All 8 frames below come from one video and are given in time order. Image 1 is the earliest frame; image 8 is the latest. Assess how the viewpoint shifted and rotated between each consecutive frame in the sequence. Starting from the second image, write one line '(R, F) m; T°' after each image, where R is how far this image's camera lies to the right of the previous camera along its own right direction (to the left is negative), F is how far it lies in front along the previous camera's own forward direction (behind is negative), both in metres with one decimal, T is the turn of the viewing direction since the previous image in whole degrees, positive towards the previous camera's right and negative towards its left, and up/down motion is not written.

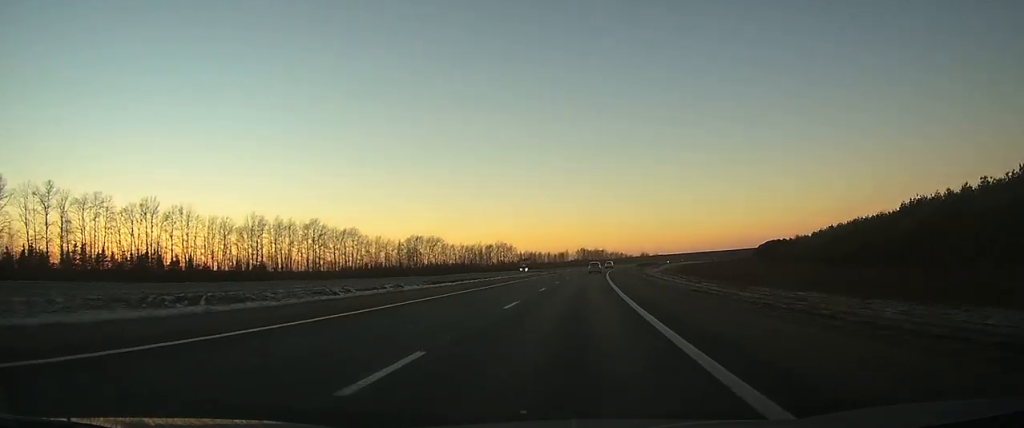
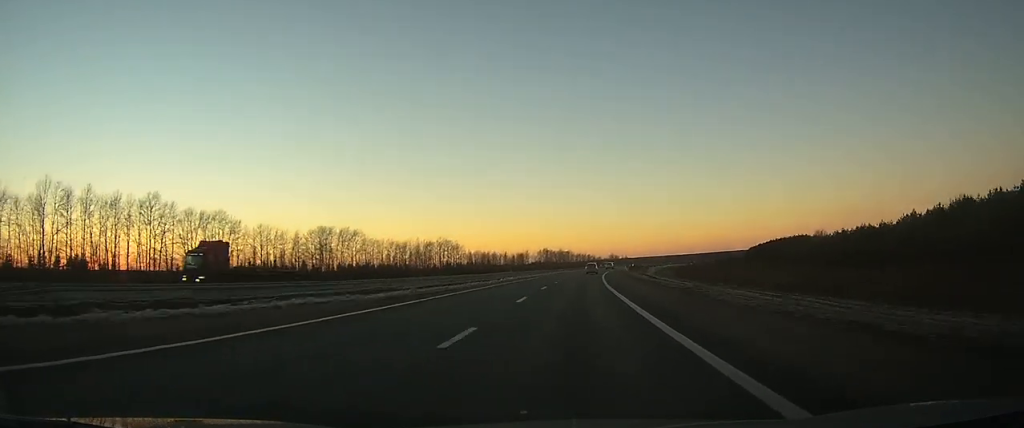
(+2.2, +65.5) m; +3°
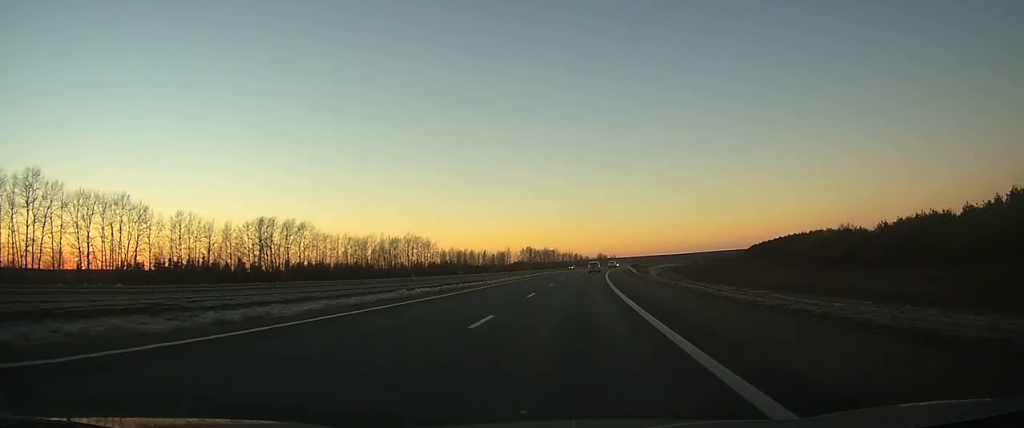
(+0.1, +34.1) m; +2°
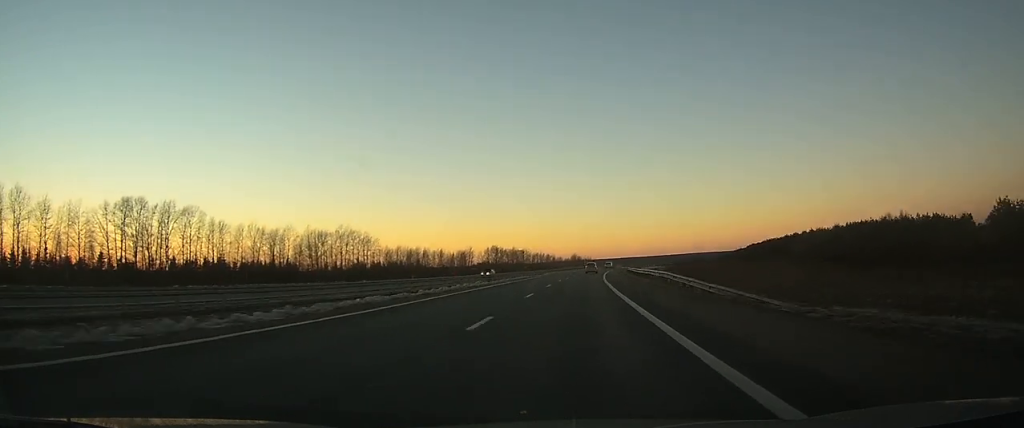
(+1.1, +49.5) m; +2°
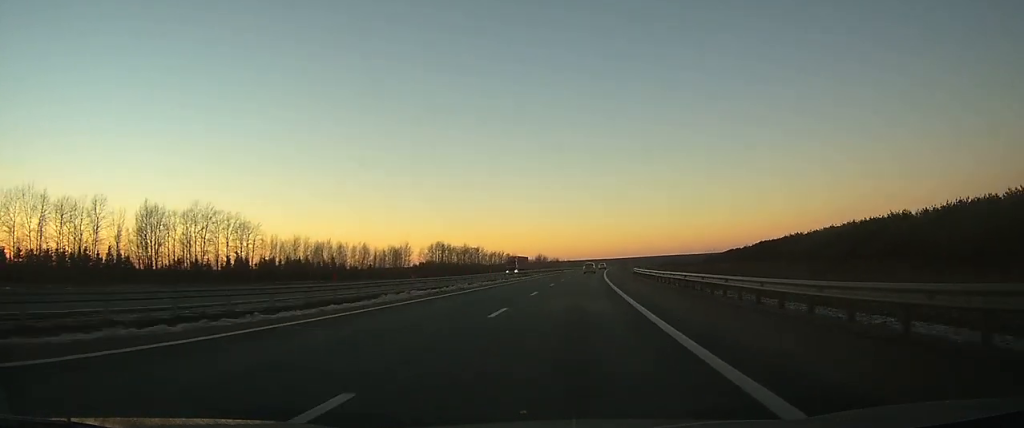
(+2.0, +68.8) m; +4°
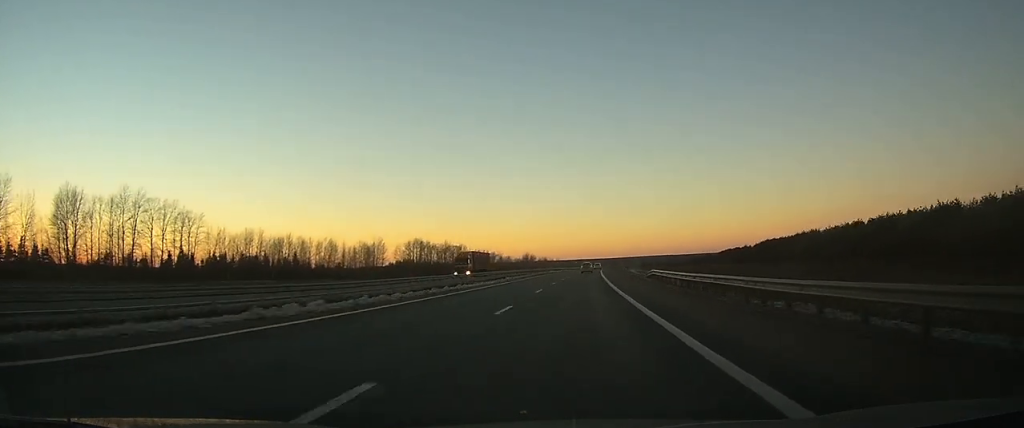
(+0.5, +21.6) m; +1°
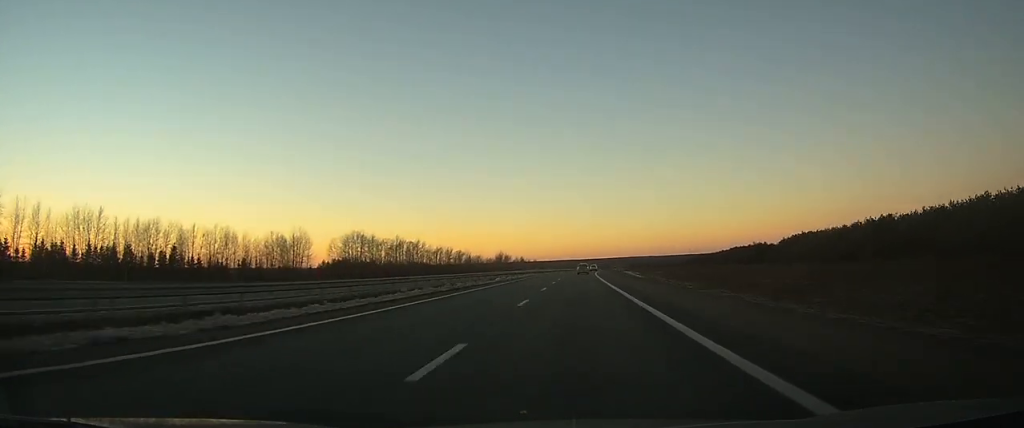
(+1.2, +54.0) m; +2°
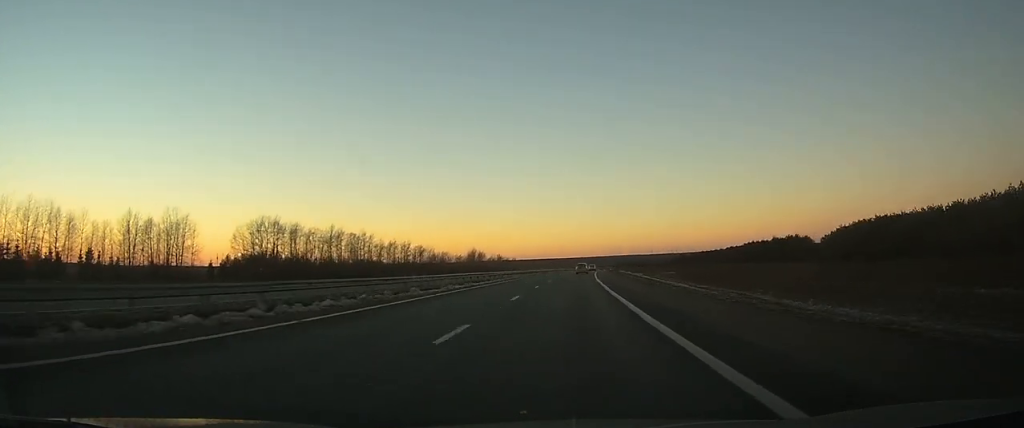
(+0.8, +56.4) m; +1°
